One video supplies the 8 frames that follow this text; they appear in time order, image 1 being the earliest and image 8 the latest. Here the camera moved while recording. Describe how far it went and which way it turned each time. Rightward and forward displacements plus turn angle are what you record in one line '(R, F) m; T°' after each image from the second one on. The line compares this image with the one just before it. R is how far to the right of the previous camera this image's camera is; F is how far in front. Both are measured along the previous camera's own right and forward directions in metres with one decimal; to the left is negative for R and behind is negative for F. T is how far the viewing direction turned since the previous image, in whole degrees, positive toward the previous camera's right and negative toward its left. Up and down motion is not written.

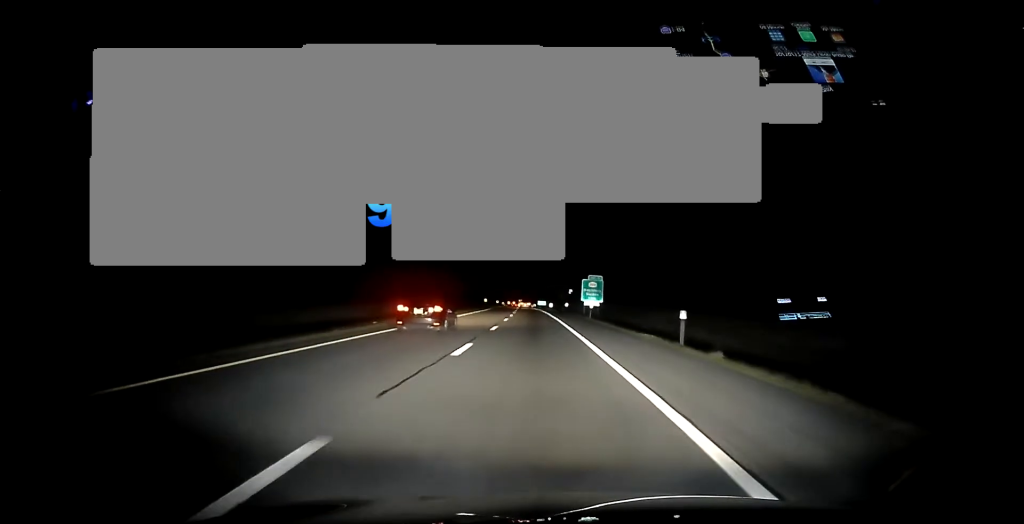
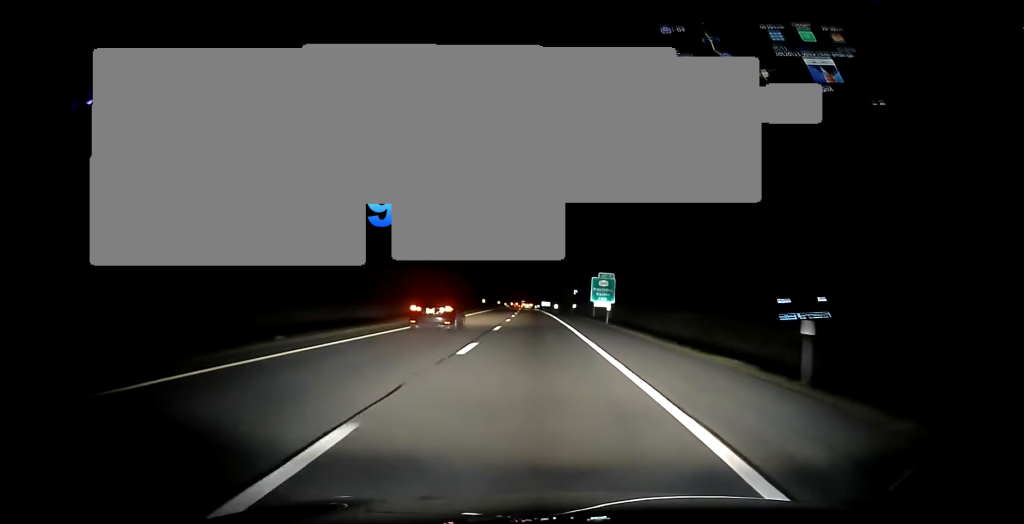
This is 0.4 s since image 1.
(+0.1, +11.6) m; 0°
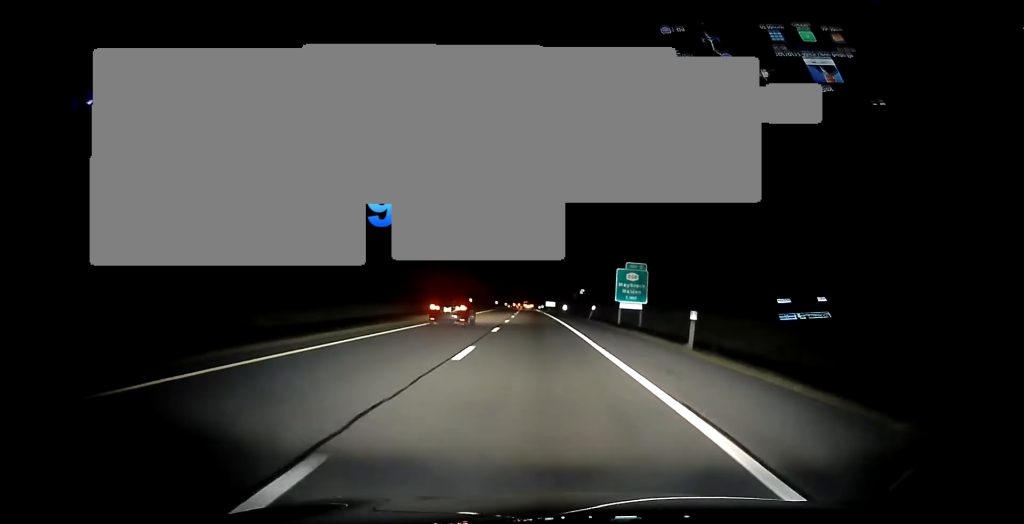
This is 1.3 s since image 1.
(-0.1, +25.7) m; -1°
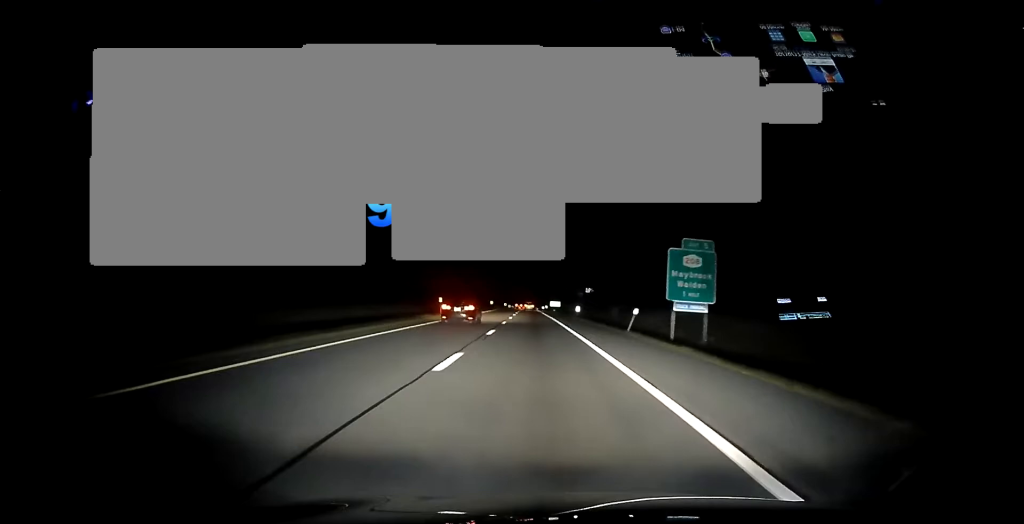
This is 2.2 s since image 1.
(-0.3, +26.2) m; -1°
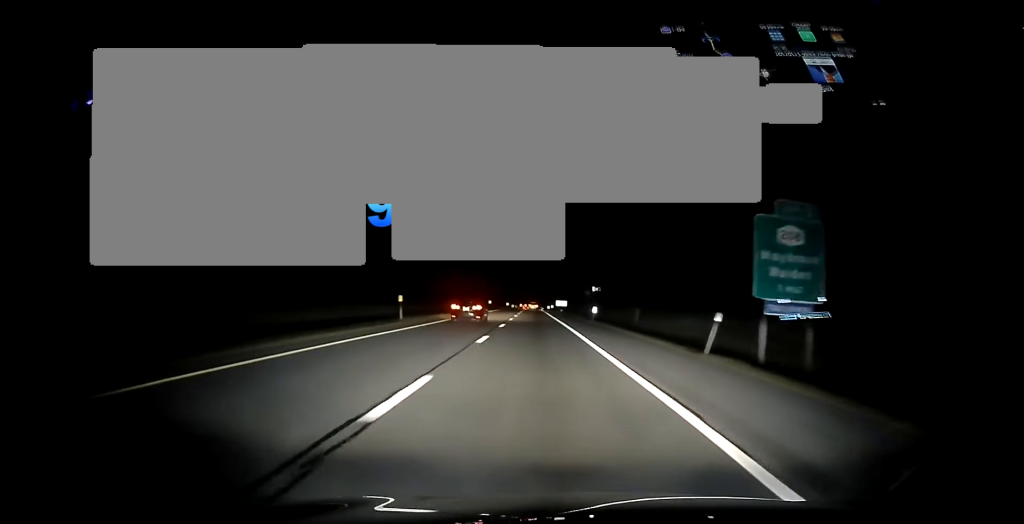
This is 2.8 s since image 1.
(+0.2, +16.9) m; 0°
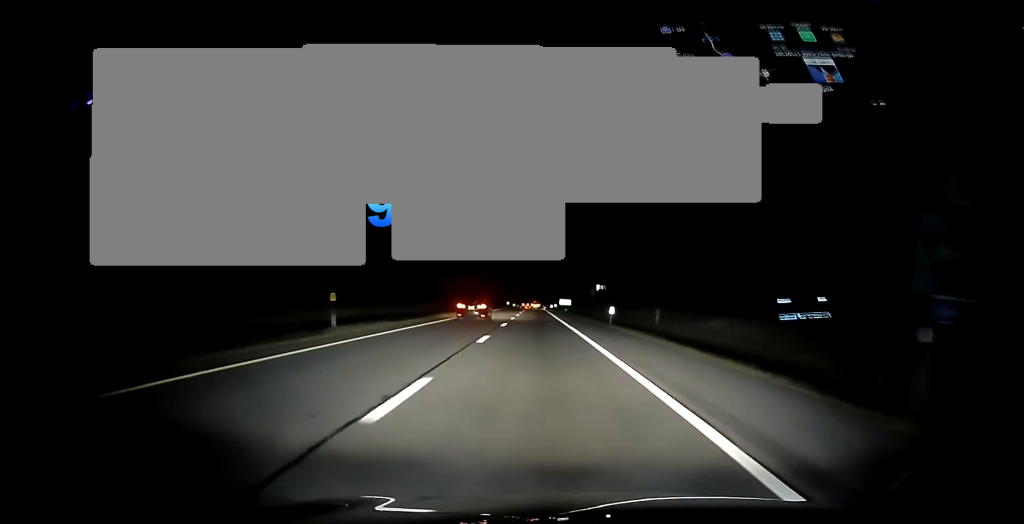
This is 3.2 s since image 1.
(-0.1, +12.1) m; 0°
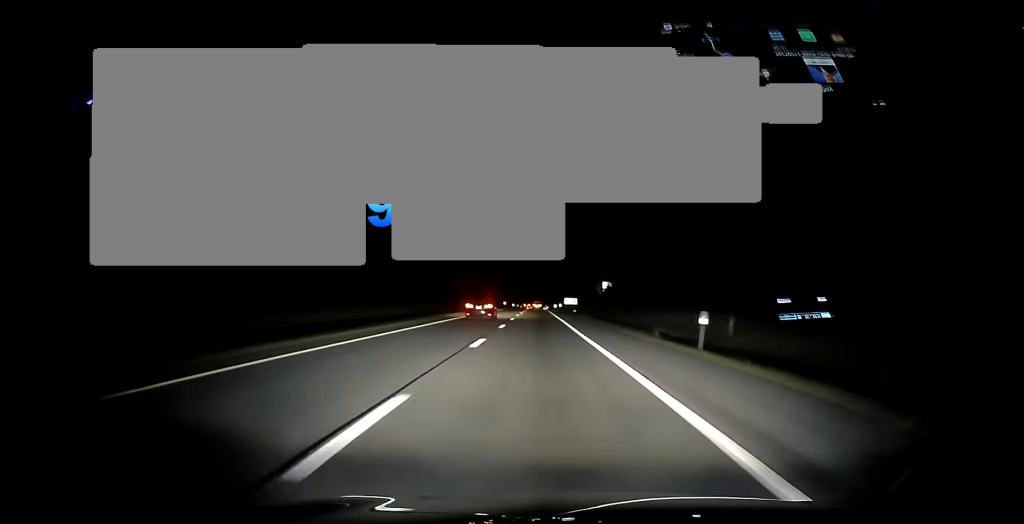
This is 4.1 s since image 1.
(-0.2, +26.2) m; 0°
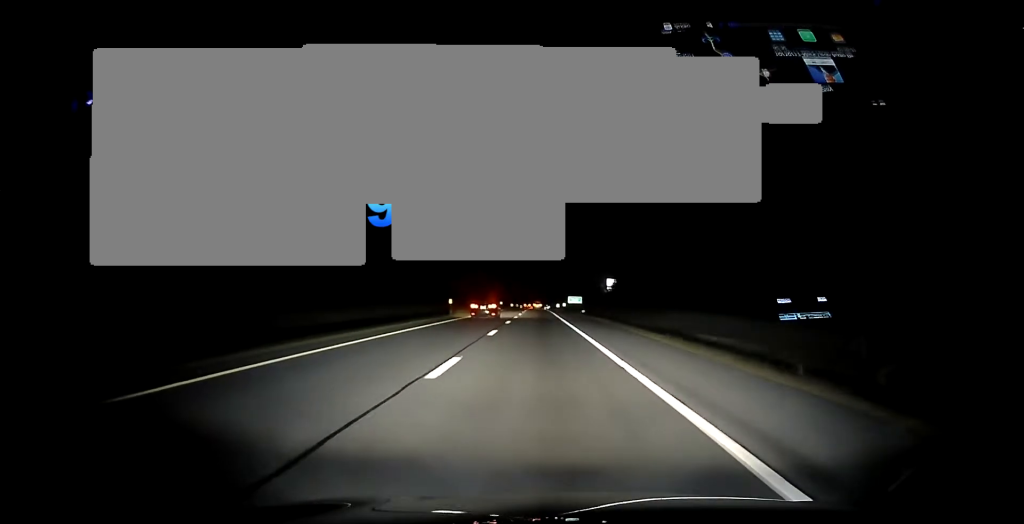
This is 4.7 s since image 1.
(+0.4, +18.9) m; 0°
